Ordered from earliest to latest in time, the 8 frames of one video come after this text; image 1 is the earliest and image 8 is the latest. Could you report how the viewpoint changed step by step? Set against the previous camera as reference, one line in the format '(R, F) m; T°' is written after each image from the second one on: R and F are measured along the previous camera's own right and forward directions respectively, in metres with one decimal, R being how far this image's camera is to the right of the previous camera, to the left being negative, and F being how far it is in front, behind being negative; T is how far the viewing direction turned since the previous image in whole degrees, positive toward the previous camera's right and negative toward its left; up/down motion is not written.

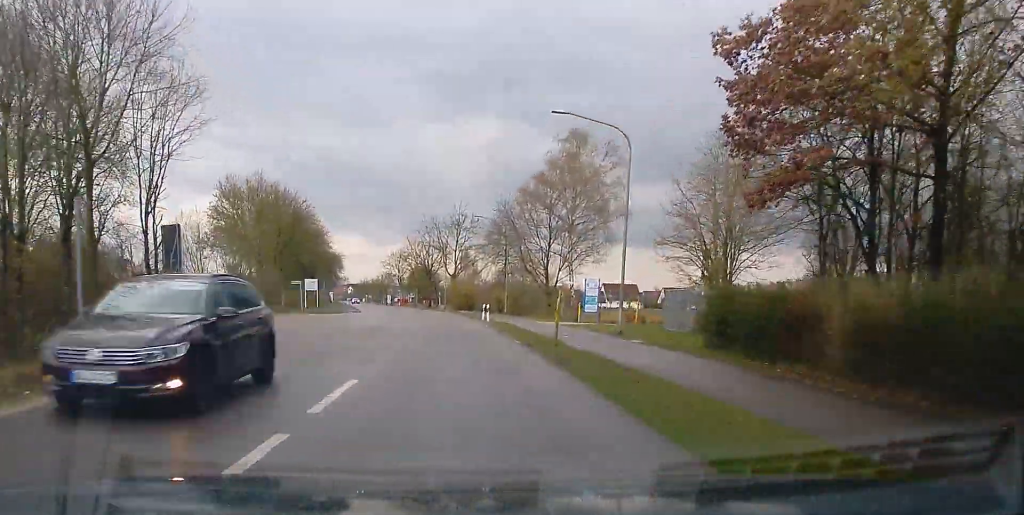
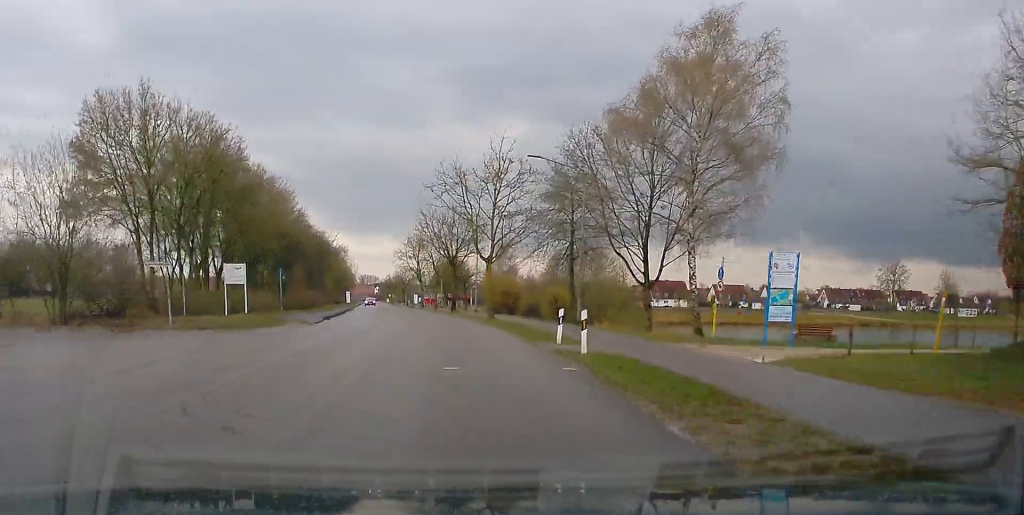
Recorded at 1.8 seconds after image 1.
(-0.3, +29.3) m; -2°
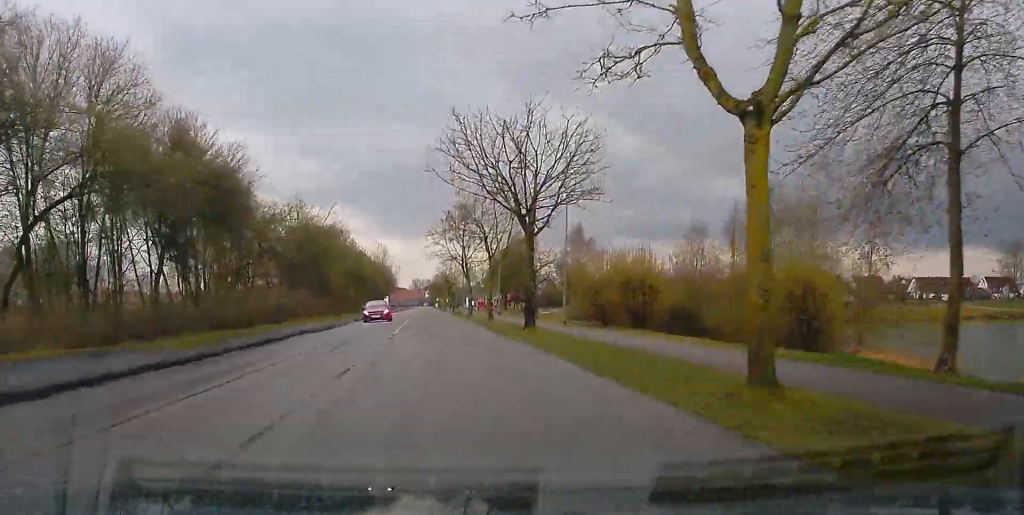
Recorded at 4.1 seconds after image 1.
(-1.1, +37.2) m; -3°
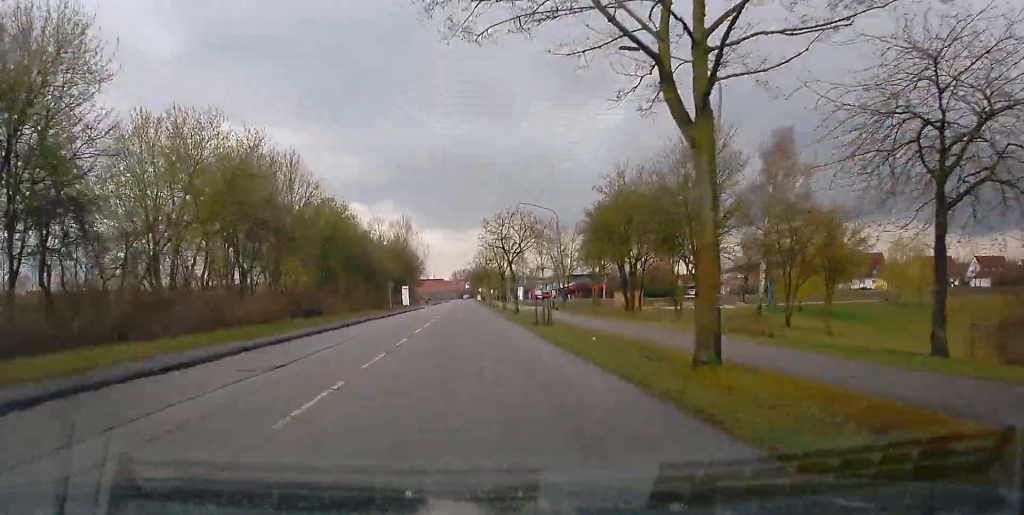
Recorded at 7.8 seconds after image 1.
(-2.0, +61.5) m; -2°
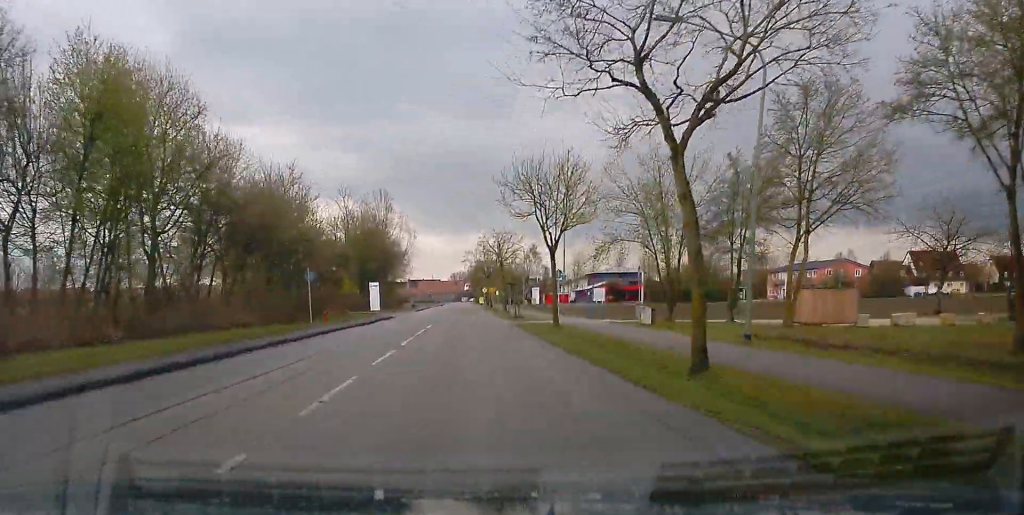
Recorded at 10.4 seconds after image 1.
(+0.2, +42.4) m; 0°
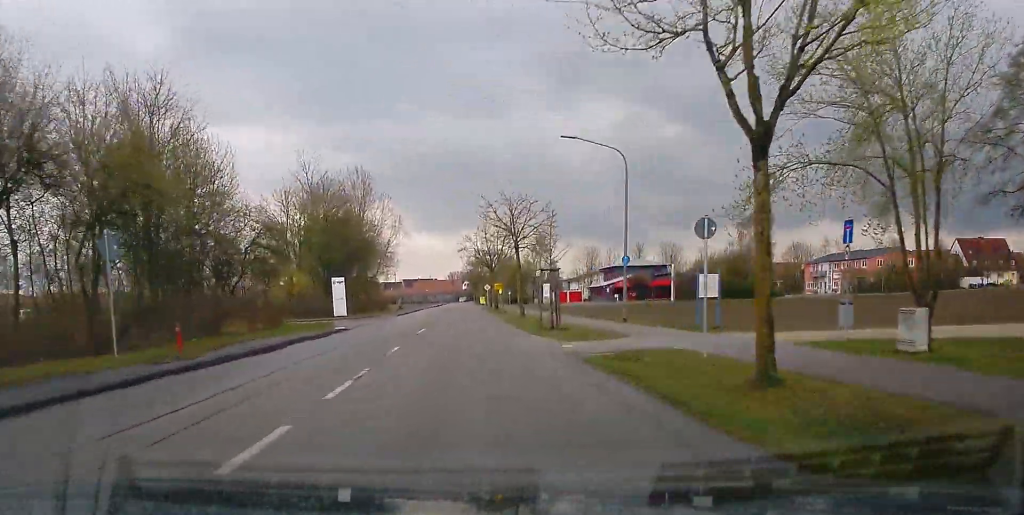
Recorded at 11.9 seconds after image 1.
(-0.1, +22.3) m; 0°
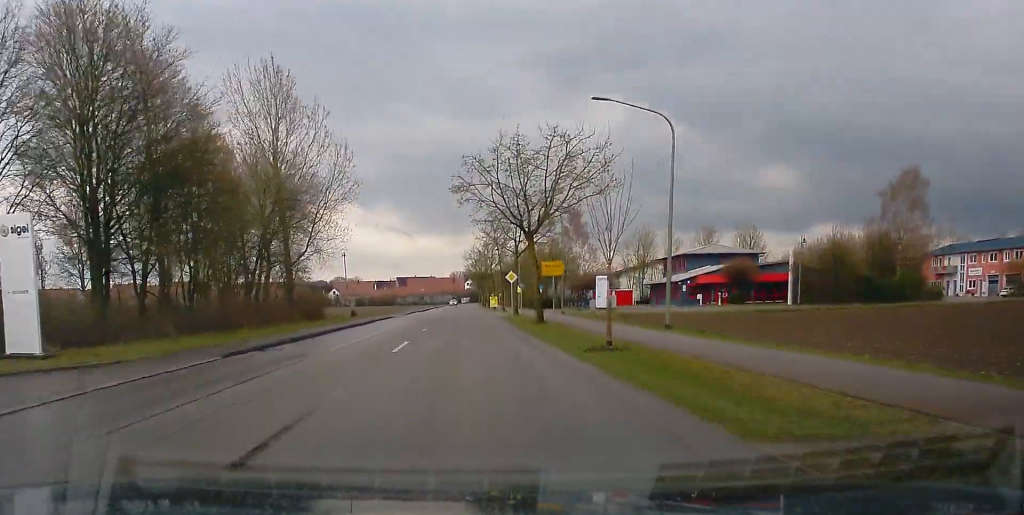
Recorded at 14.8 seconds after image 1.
(0.0, +45.7) m; -1°
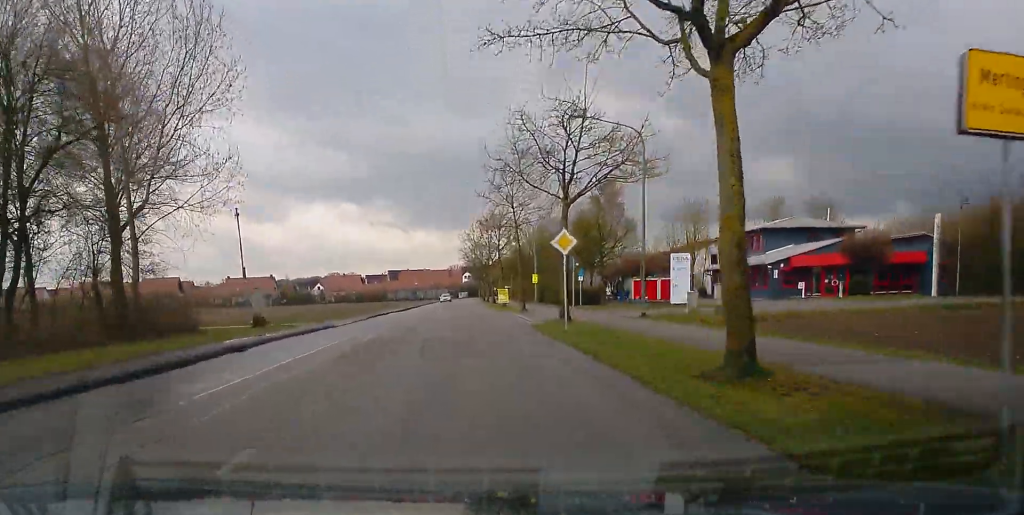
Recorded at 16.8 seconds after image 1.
(-0.4, +28.1) m; -1°
